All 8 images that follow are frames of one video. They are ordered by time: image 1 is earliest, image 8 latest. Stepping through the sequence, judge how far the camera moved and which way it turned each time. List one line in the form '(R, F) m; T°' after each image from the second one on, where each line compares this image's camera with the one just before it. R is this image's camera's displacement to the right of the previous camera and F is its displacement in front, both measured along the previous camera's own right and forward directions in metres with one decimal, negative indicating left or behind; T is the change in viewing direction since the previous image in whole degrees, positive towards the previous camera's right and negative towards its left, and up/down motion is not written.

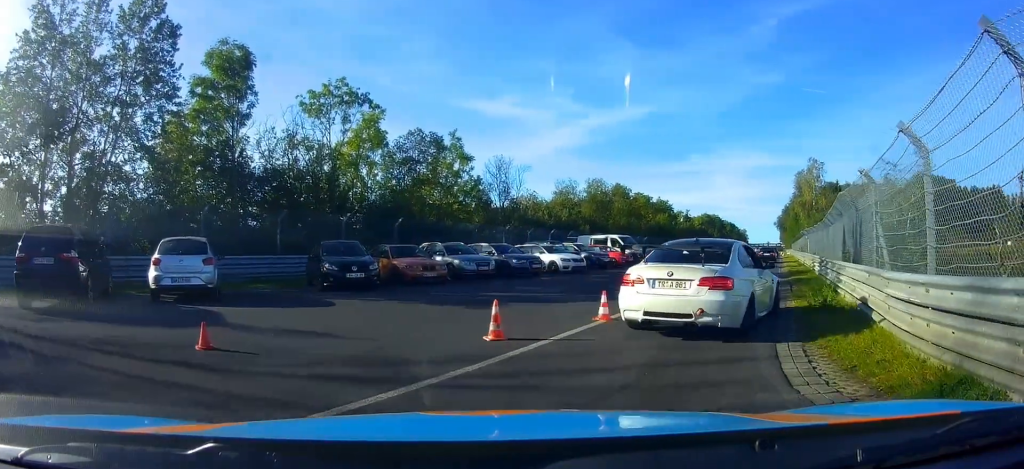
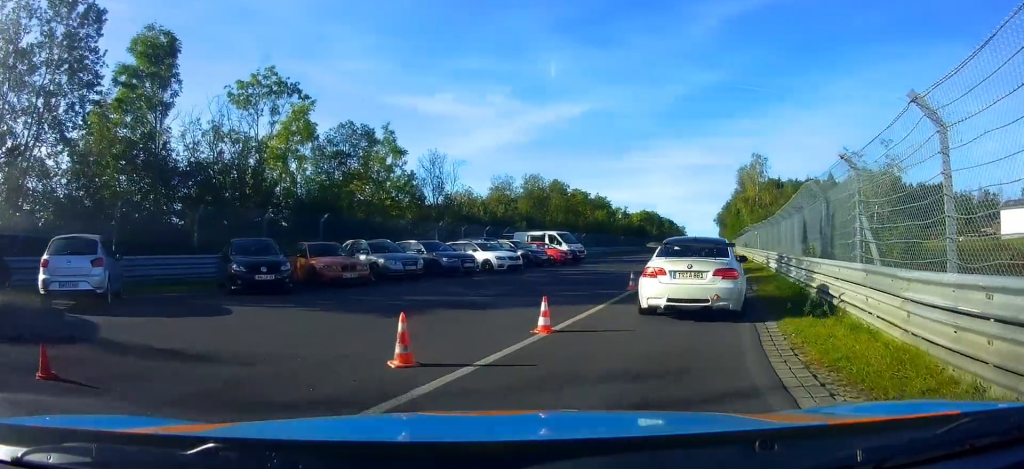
(+0.2, +1.6) m; +5°
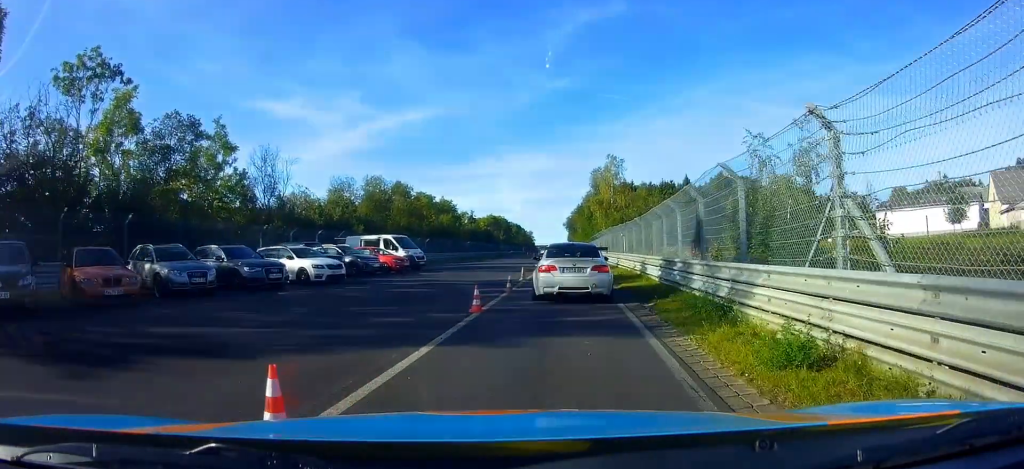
(+0.3, +3.9) m; +12°
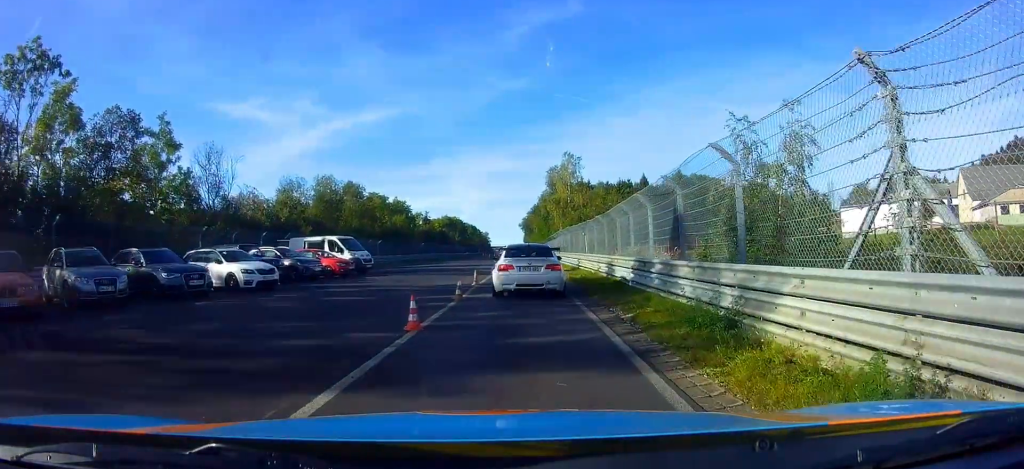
(+0.1, +1.9) m; +2°
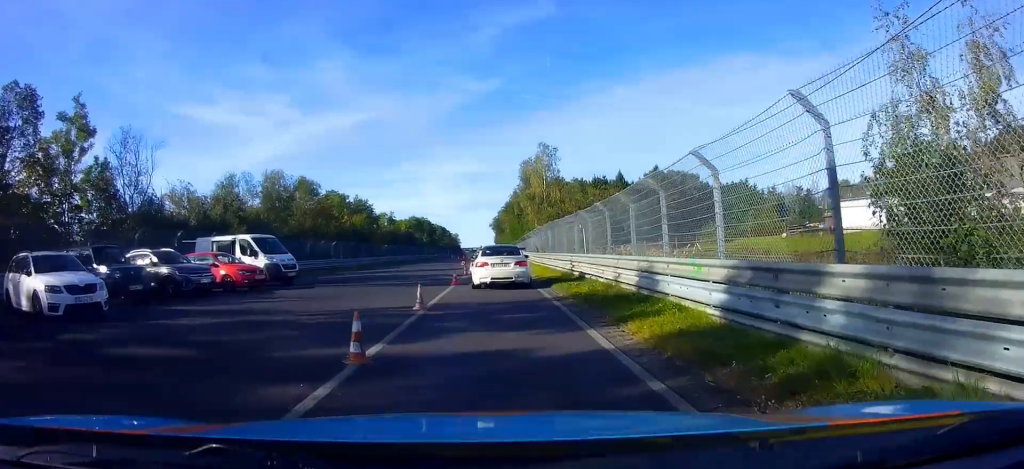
(0.0, +6.8) m; -4°
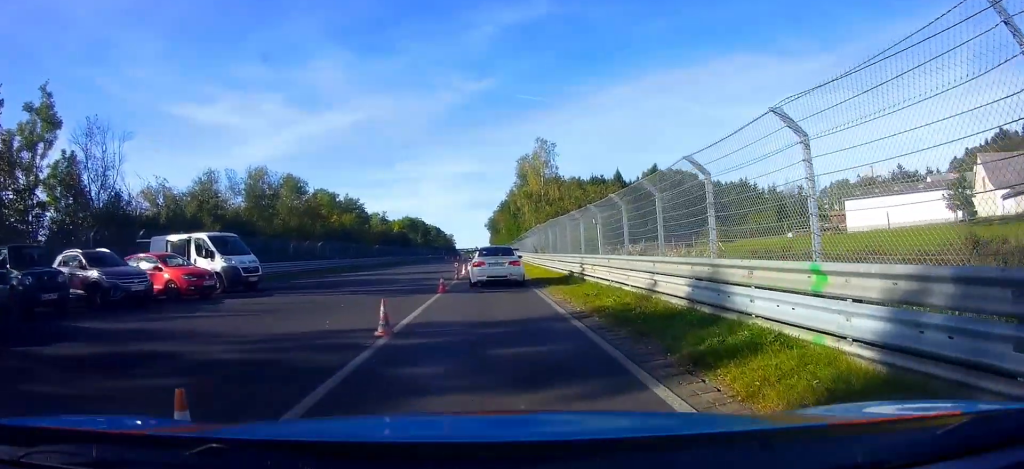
(-0.2, +3.2) m; -2°
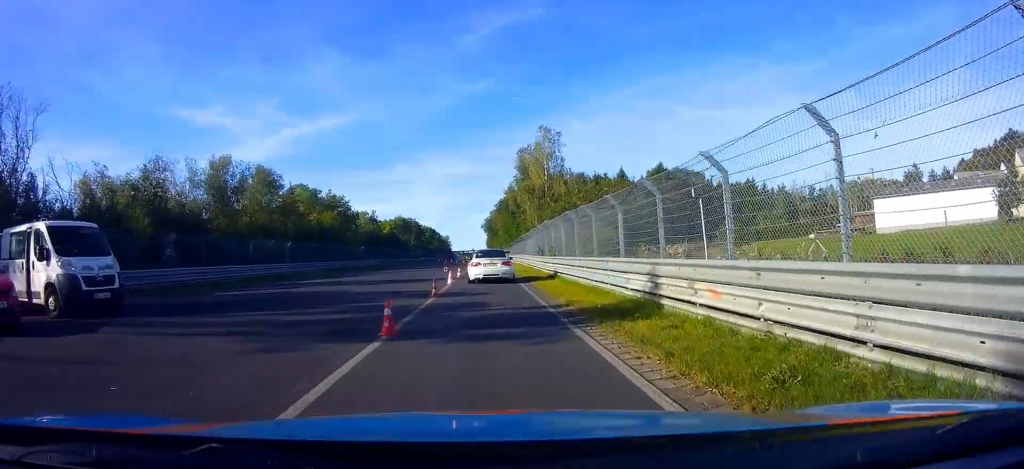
(+0.4, +8.6) m; +1°
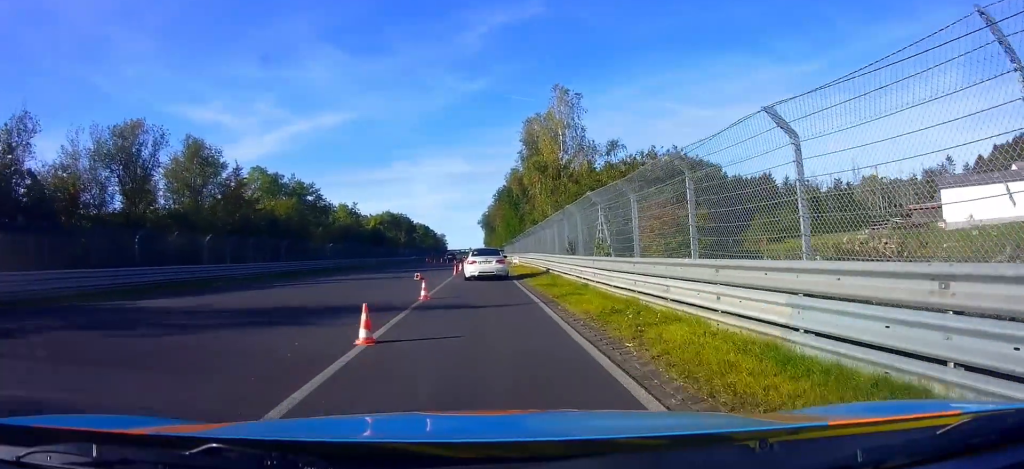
(-0.9, +14.3) m; -1°
